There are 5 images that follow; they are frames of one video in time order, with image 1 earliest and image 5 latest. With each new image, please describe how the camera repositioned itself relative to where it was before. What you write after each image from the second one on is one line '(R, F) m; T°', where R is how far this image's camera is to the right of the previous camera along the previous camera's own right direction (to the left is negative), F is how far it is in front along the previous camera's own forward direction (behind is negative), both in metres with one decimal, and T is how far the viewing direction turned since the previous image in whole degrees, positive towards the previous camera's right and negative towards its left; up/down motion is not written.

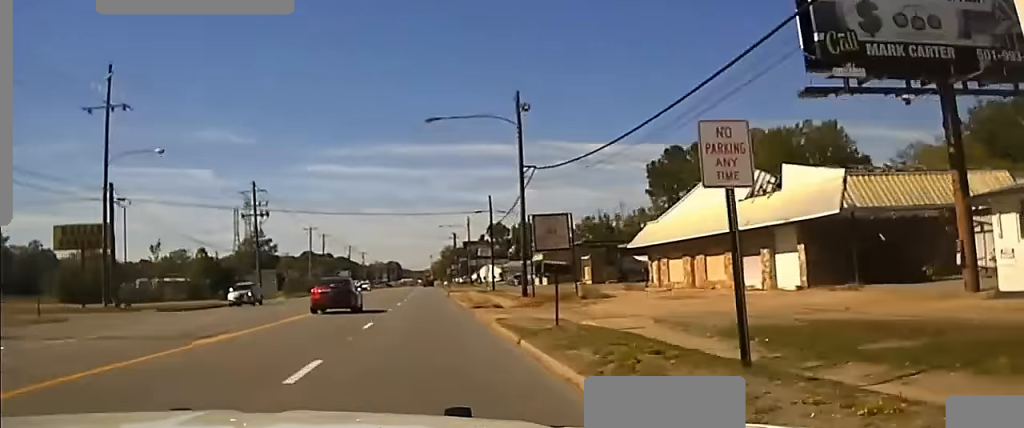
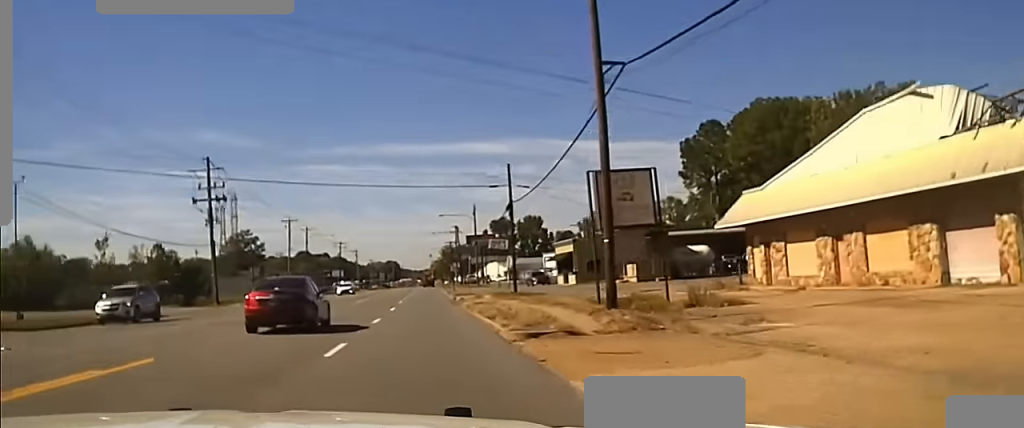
(-0.1, +20.1) m; 0°
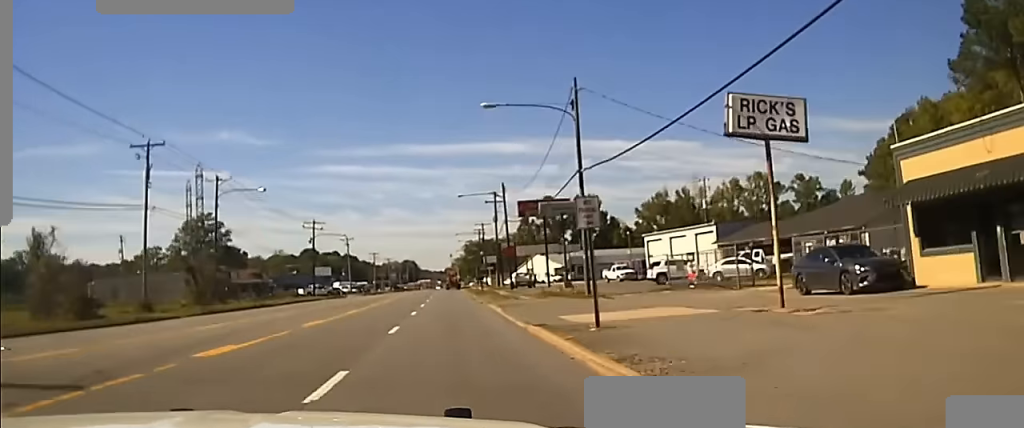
(-0.3, +69.7) m; -1°
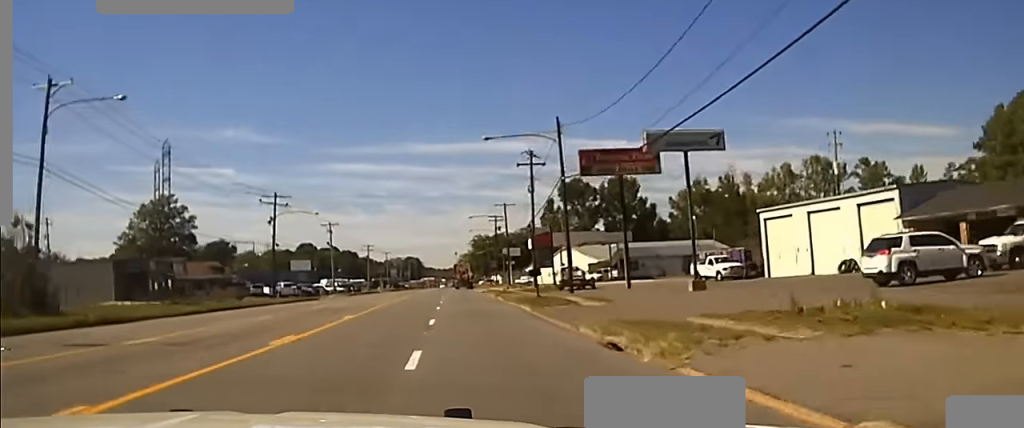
(0.0, +35.5) m; 0°
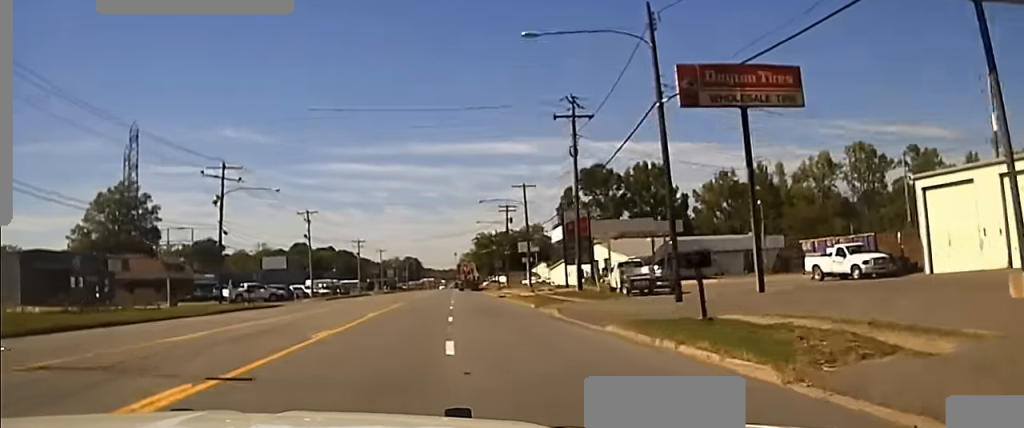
(0.0, +23.0) m; 0°
